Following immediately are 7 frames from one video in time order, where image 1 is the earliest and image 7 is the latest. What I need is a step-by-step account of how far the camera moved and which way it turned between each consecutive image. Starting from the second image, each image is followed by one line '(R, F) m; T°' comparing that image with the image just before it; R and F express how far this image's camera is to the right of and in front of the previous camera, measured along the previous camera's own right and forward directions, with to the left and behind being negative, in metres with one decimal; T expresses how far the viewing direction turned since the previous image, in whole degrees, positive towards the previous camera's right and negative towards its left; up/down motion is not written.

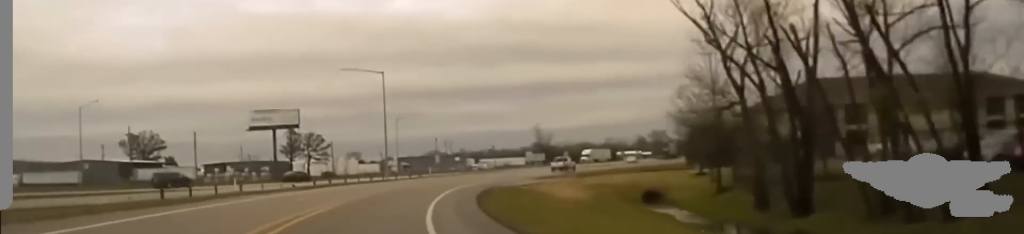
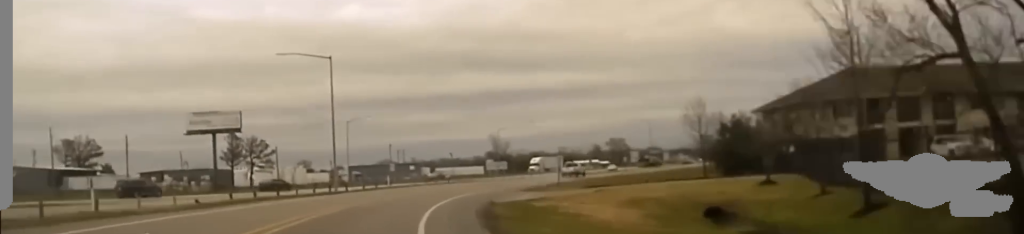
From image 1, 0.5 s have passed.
(+1.0, +17.5) m; +4°
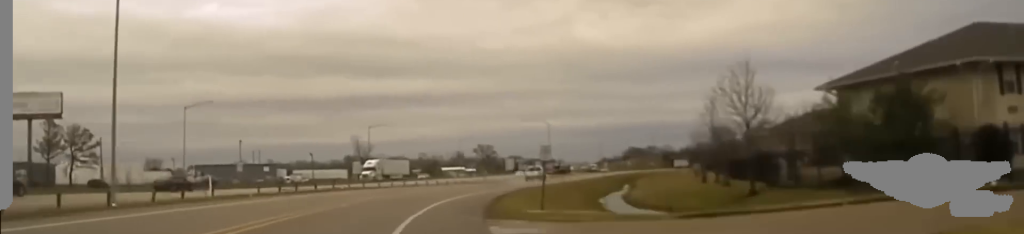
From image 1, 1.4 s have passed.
(+2.2, +35.1) m; +8°
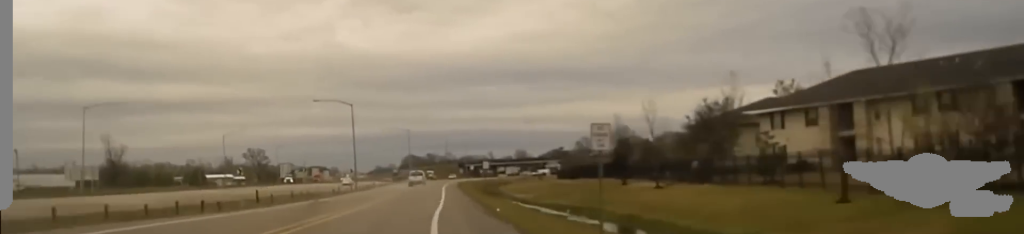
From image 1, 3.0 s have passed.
(+8.2, +64.5) m; +16°
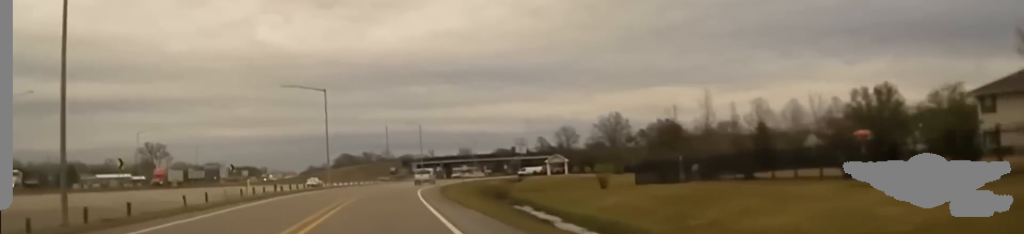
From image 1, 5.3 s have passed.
(+7.4, +94.7) m; +5°
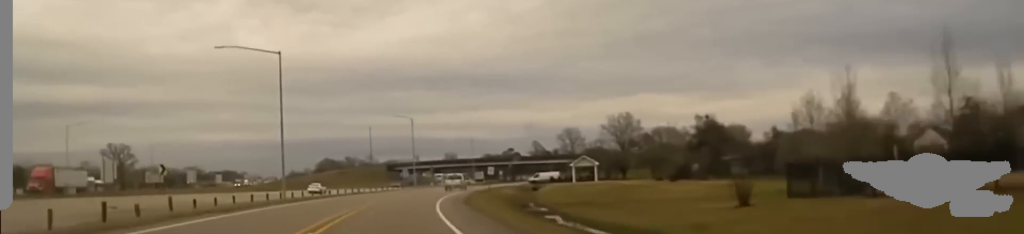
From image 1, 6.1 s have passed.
(0.0, +34.2) m; +1°
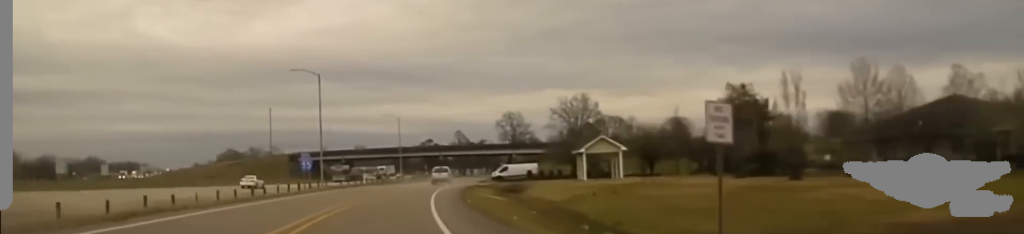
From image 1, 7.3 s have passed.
(+2.2, +53.6) m; +5°
